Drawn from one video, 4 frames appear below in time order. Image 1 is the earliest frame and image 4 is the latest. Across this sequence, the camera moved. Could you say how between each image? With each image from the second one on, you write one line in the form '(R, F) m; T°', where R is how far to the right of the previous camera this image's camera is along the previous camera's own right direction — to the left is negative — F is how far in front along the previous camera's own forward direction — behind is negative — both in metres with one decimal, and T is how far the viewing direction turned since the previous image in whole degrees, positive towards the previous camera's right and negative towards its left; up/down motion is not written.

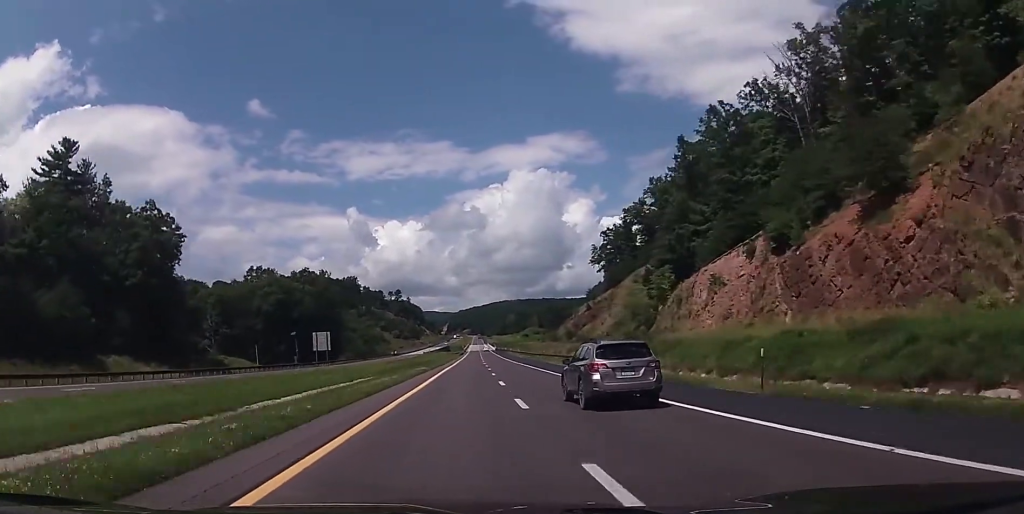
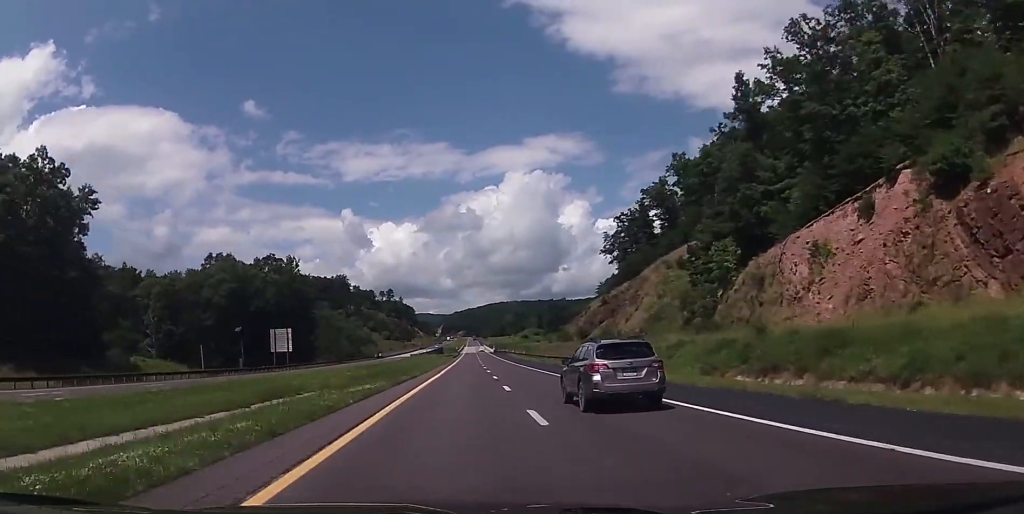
(+0.3, +27.9) m; +1°
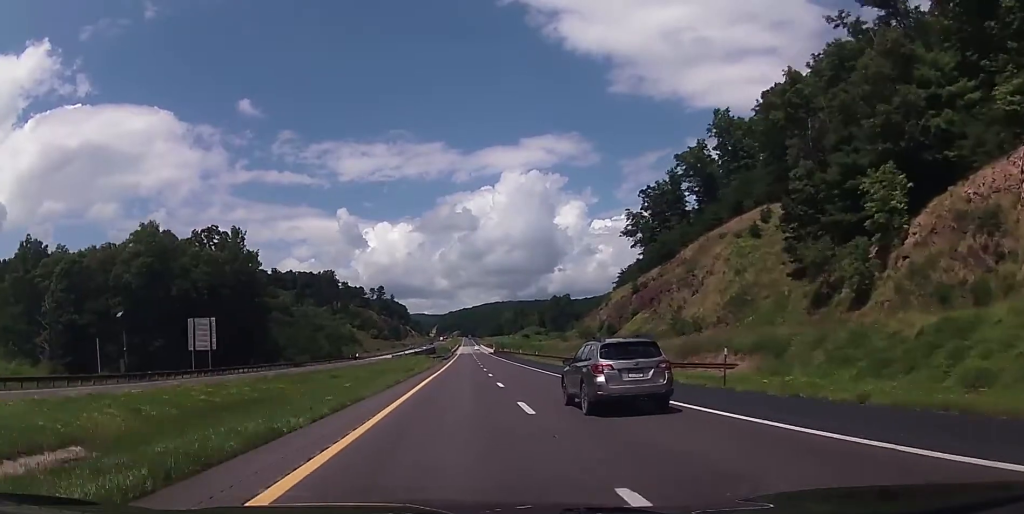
(+0.2, +33.3) m; +1°
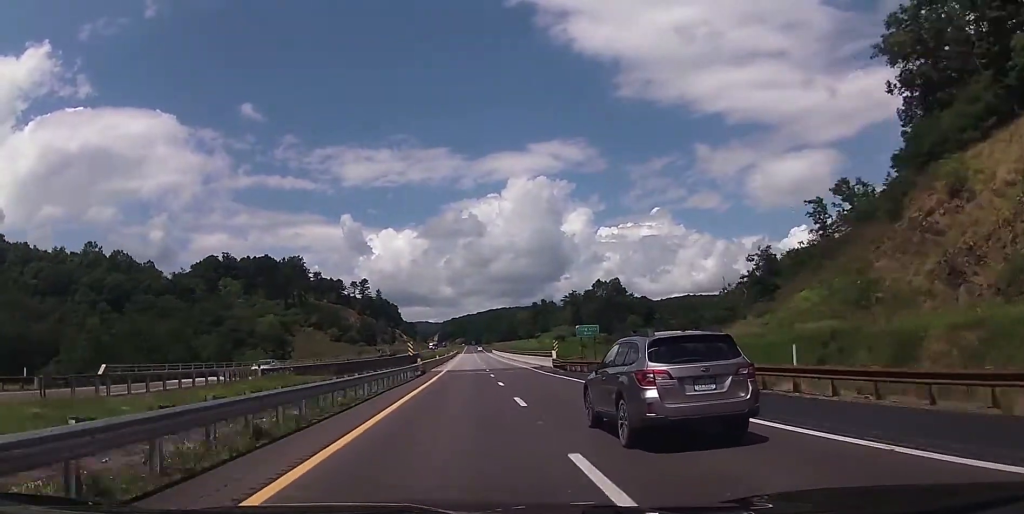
(+0.9, +116.7) m; 0°
